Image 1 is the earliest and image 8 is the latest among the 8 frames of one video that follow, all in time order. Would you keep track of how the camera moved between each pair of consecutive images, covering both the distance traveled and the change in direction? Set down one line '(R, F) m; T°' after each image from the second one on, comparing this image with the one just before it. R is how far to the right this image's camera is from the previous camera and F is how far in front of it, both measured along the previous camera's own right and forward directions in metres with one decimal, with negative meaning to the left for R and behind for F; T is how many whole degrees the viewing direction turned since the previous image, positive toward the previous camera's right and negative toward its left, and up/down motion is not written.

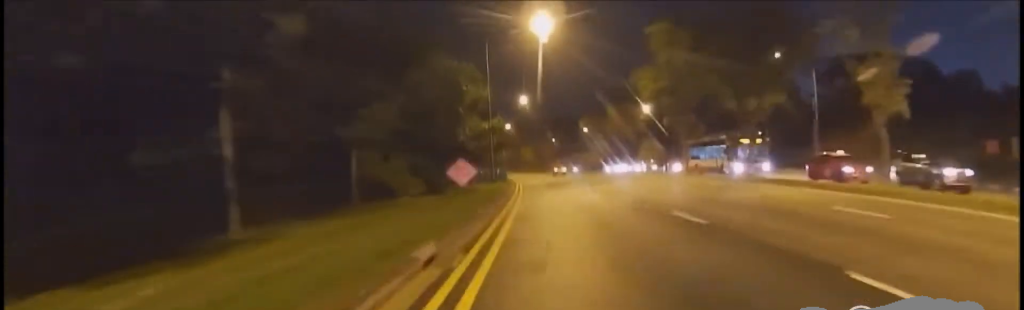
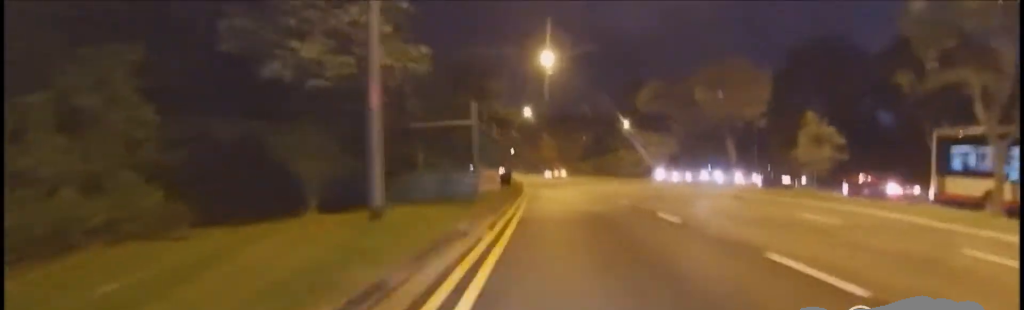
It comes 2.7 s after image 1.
(0.0, +28.1) m; 0°
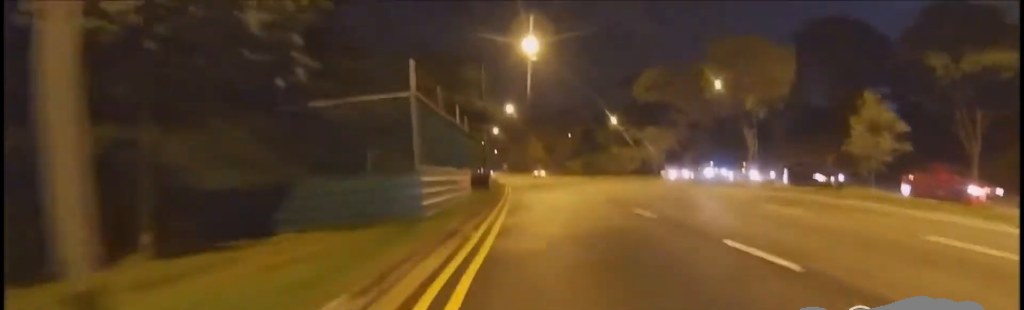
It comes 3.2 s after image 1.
(0.0, +5.5) m; 0°
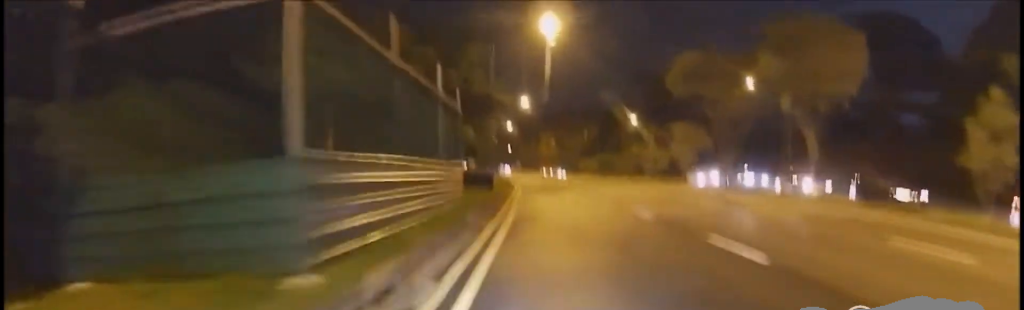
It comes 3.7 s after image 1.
(0.0, +5.1) m; 0°
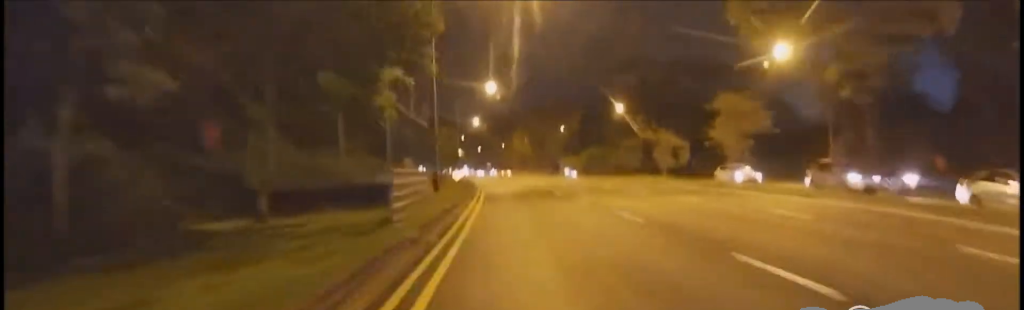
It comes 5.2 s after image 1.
(0.0, +14.3) m; 0°
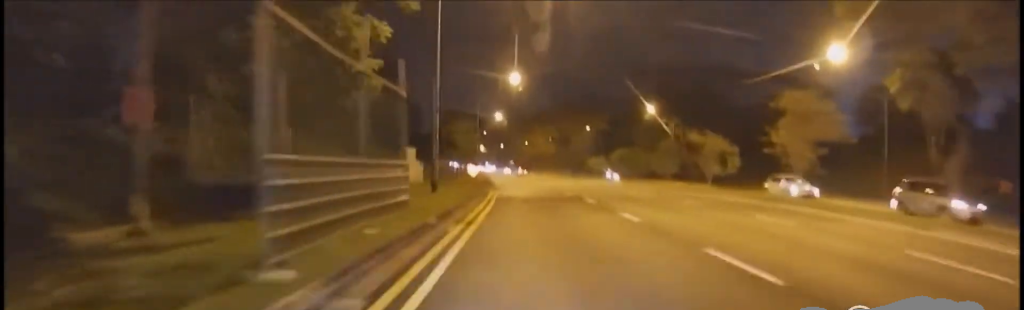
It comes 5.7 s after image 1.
(0.0, +4.8) m; 0°
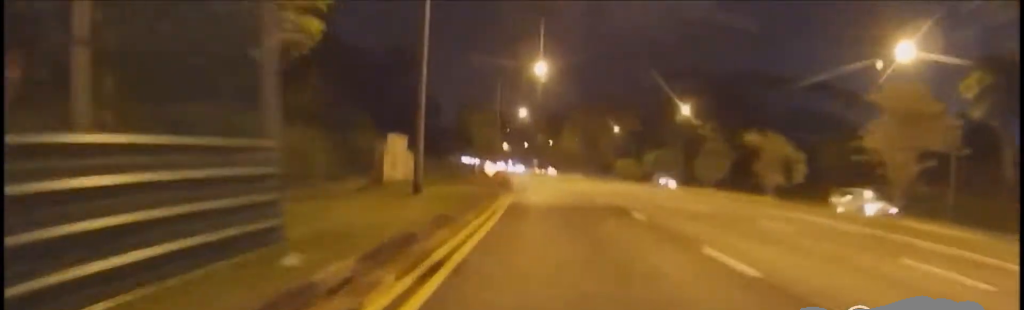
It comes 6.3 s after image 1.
(0.0, +5.3) m; 0°
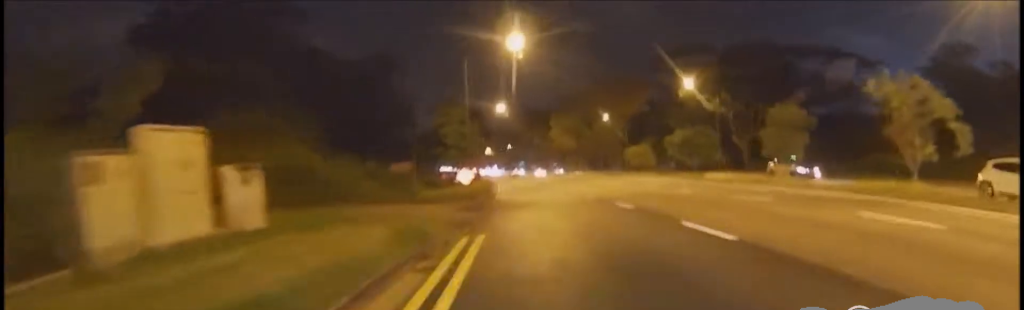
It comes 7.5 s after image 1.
(0.0, +11.2) m; 0°
